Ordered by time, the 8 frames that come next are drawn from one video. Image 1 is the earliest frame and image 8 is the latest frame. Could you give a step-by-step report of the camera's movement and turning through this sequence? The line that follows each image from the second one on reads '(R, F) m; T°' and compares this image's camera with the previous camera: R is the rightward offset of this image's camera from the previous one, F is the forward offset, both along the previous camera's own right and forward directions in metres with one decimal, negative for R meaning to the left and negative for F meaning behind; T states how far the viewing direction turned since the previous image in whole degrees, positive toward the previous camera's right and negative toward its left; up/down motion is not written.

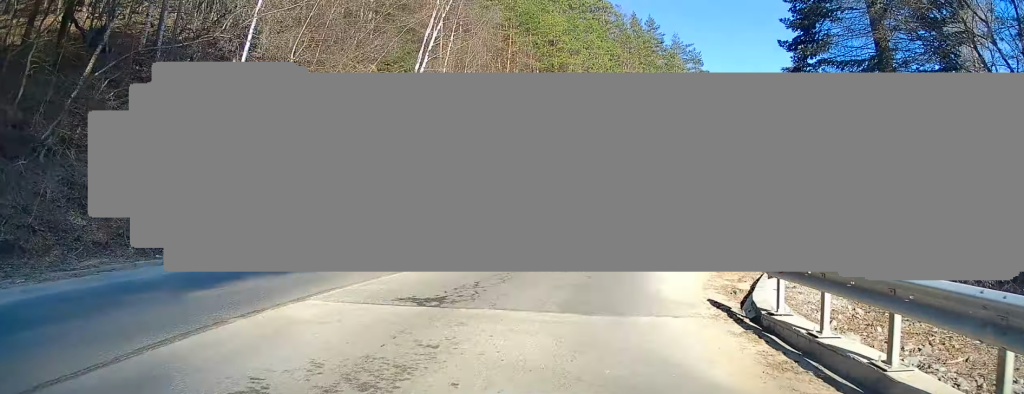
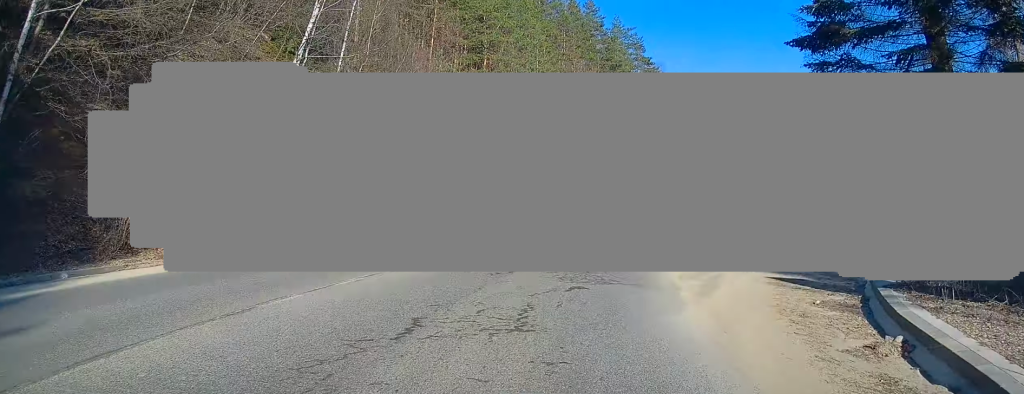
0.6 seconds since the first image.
(+0.2, +7.2) m; +5°
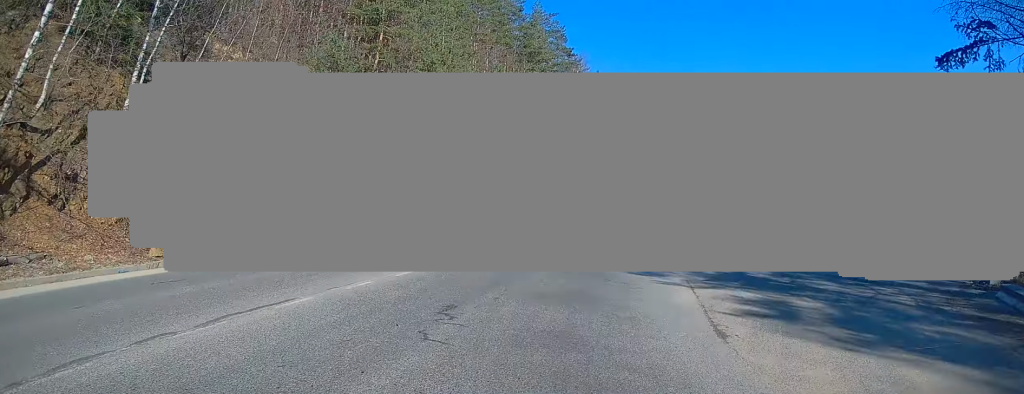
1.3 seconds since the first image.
(+0.6, +9.7) m; +6°
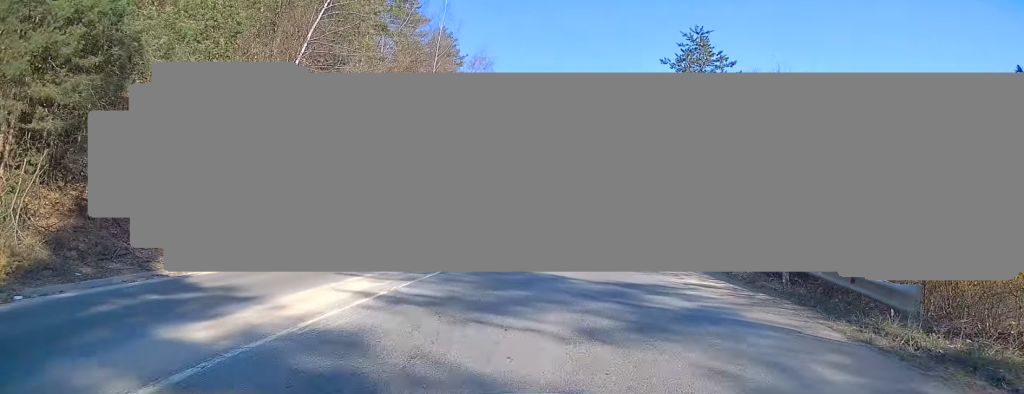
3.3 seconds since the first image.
(+3.7, +26.8) m; +13°
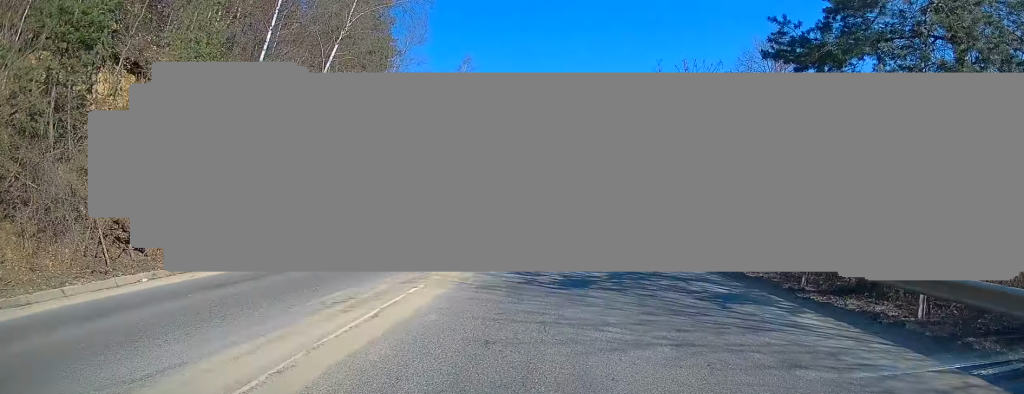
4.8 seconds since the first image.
(+0.9, +21.0) m; +5°
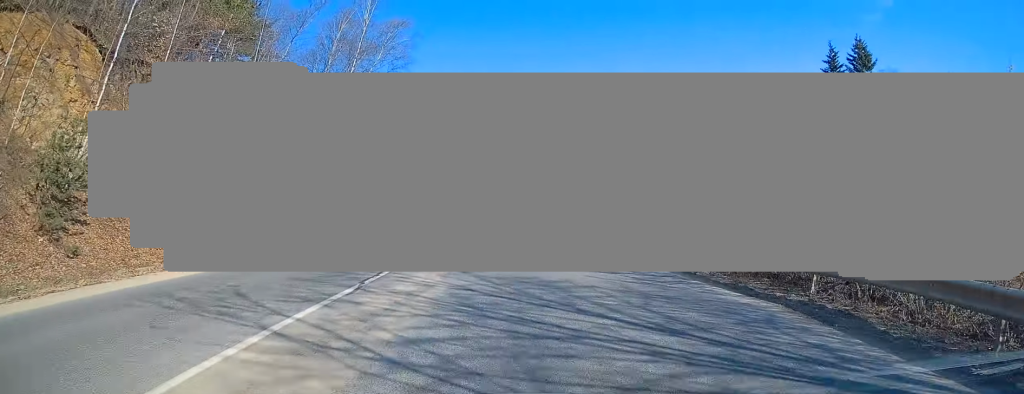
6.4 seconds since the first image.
(+0.8, +22.7) m; +2°
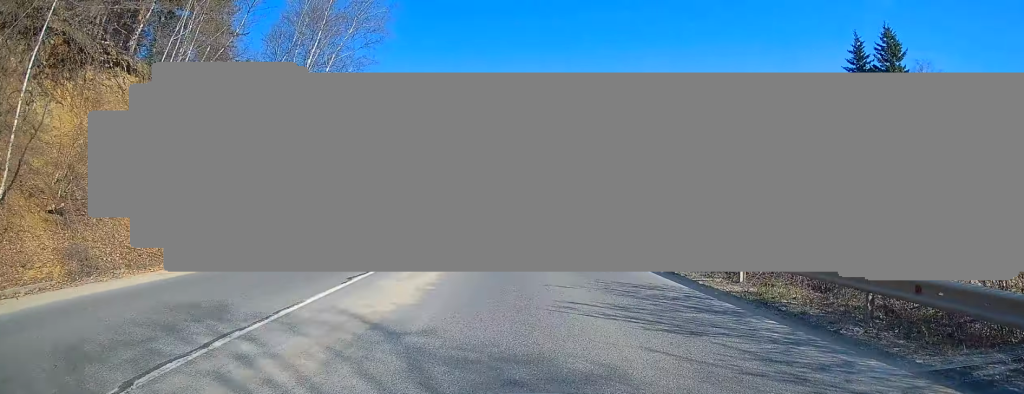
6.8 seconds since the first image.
(0.0, +6.2) m; -1°
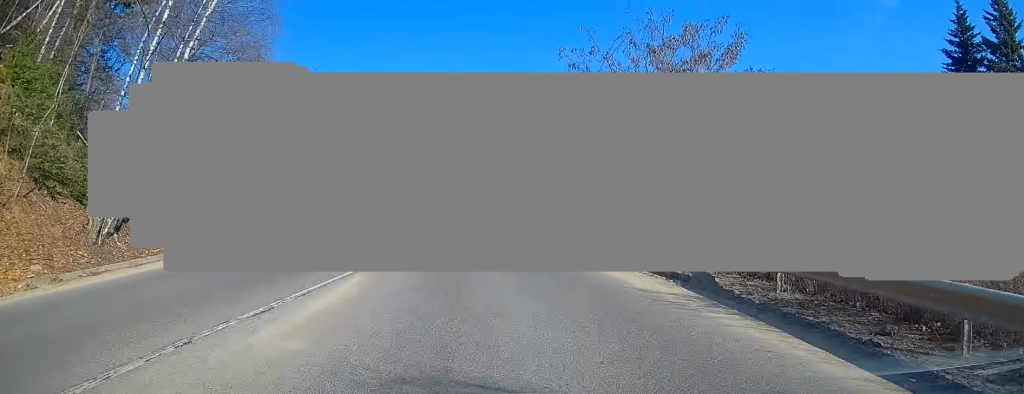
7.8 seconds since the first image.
(-0.2, +13.9) m; -4°
